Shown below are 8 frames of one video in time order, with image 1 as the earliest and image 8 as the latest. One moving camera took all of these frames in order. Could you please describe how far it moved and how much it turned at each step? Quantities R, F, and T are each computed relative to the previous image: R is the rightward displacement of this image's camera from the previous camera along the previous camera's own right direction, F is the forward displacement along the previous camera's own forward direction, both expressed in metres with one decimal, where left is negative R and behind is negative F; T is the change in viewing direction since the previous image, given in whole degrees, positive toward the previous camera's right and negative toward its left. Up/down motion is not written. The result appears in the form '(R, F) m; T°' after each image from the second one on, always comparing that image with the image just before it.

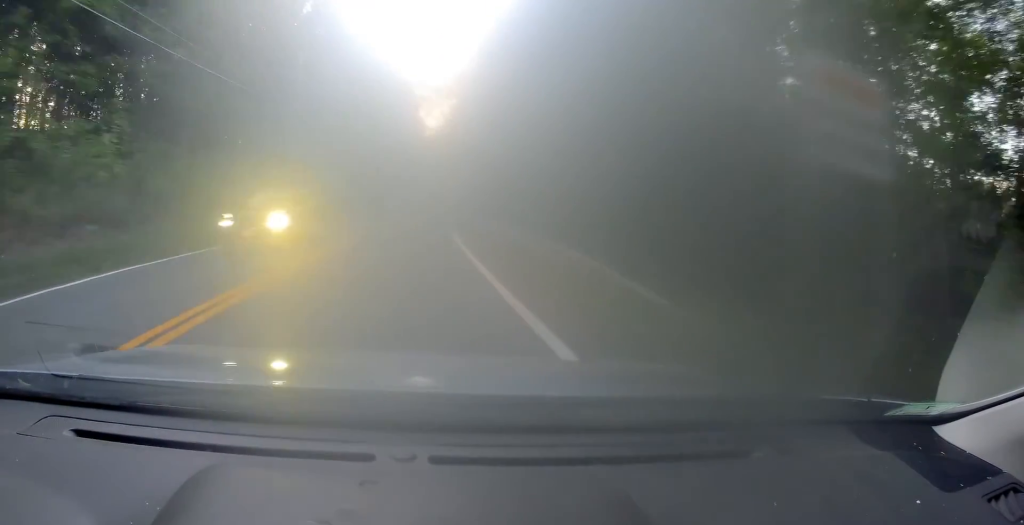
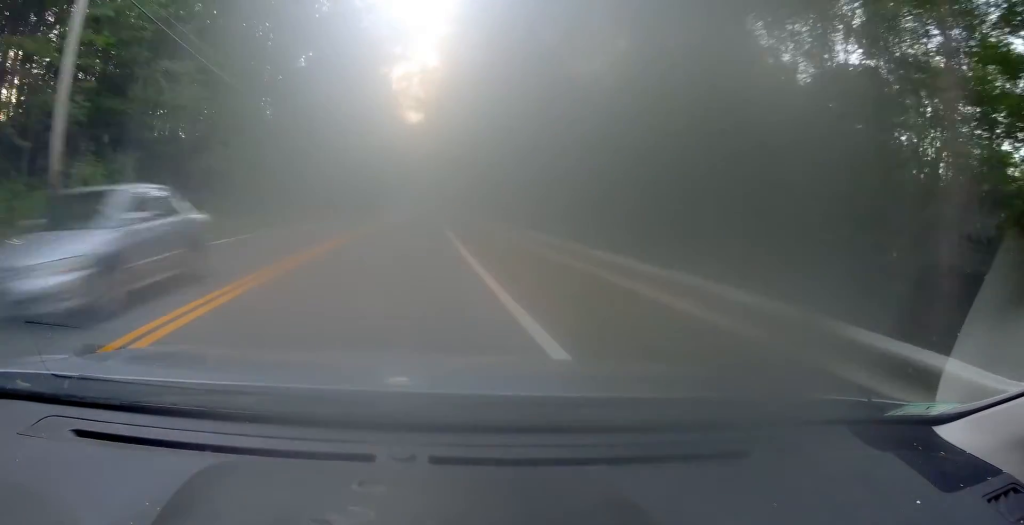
(+0.4, +23.1) m; +2°
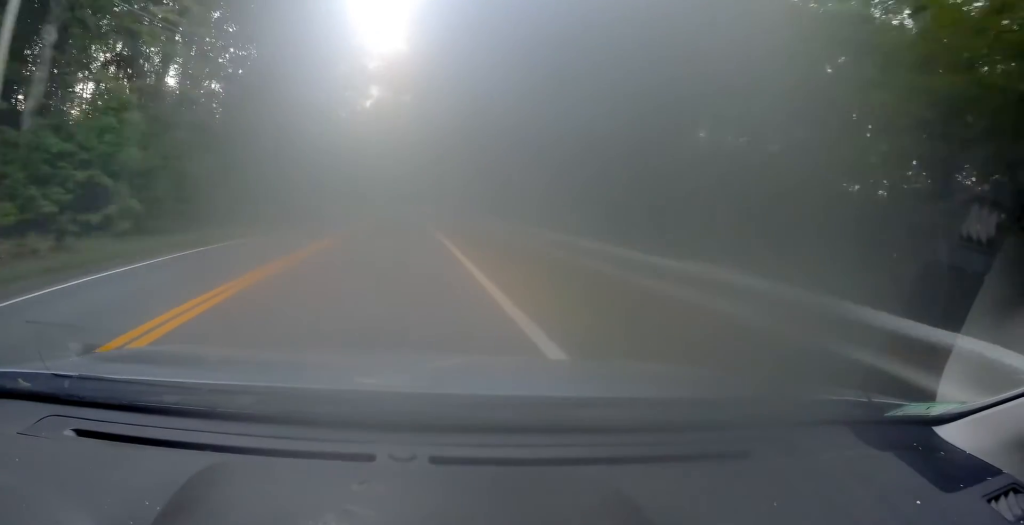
(+0.9, +44.8) m; +1°
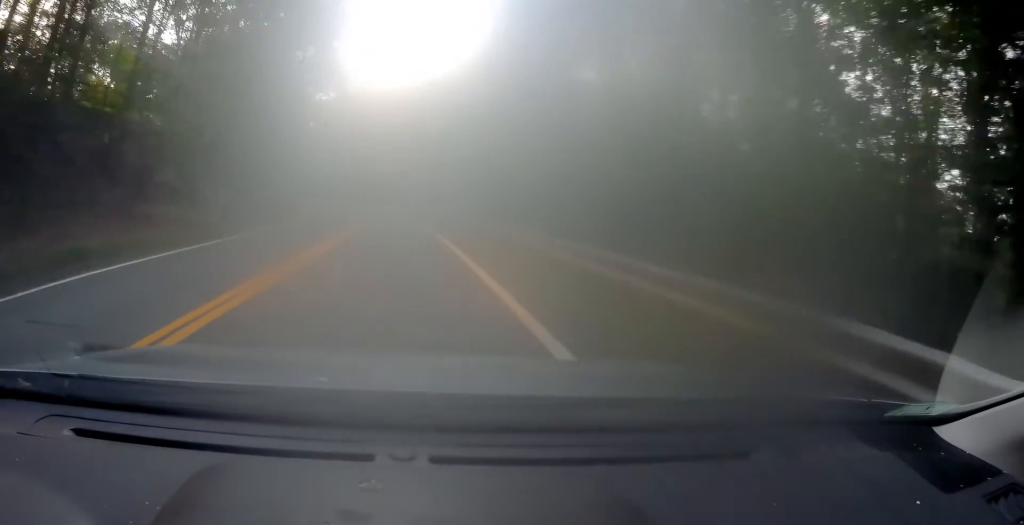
(-0.2, +37.4) m; -2°
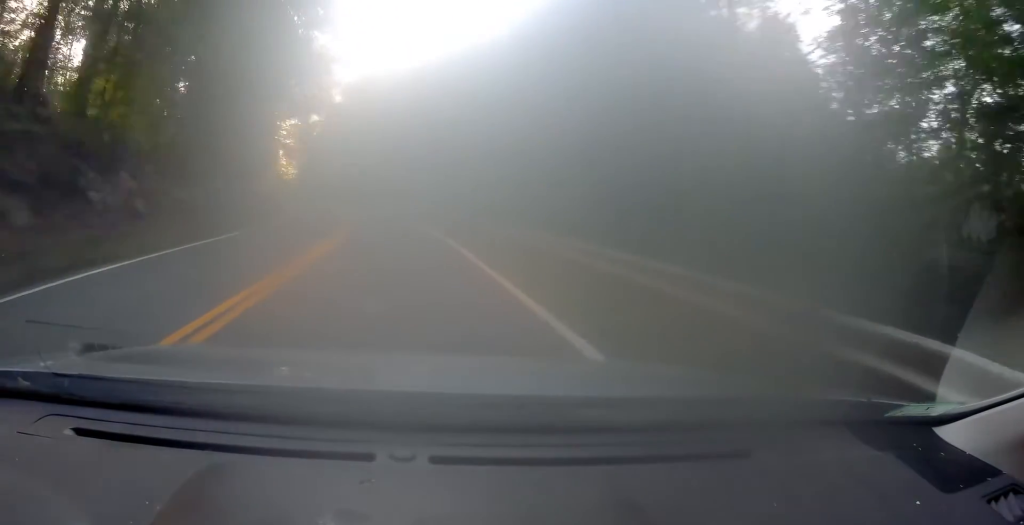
(-0.5, +19.7) m; -4°
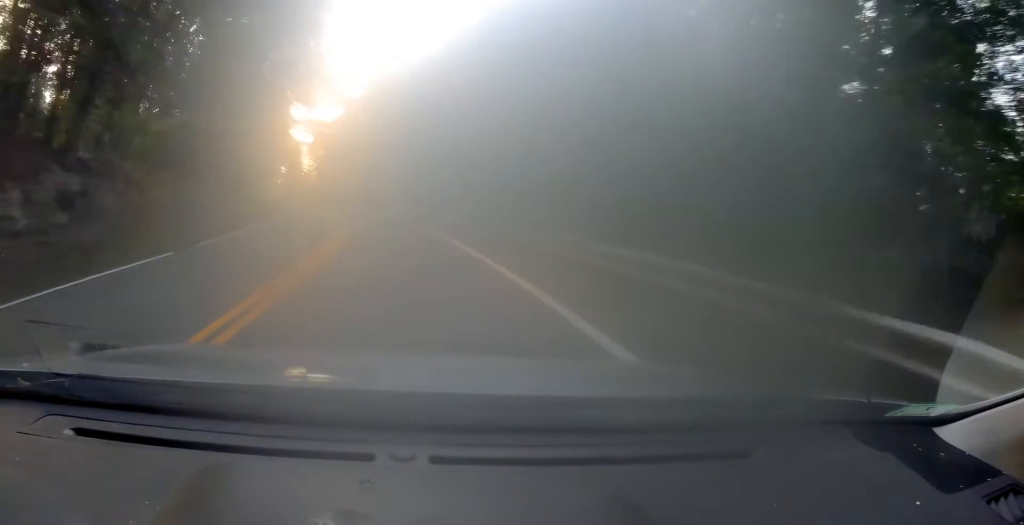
(-0.5, +14.5) m; -3°
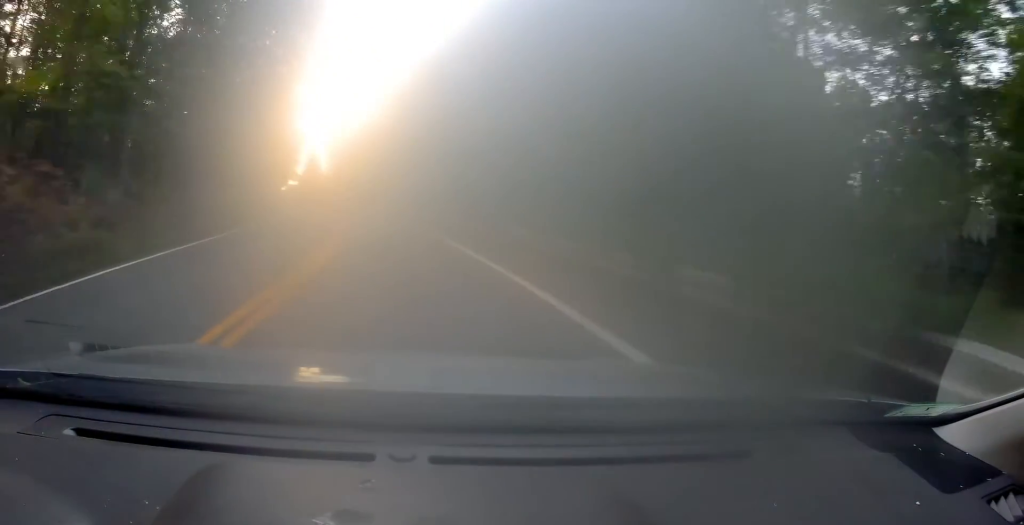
(-0.1, +9.2) m; -2°
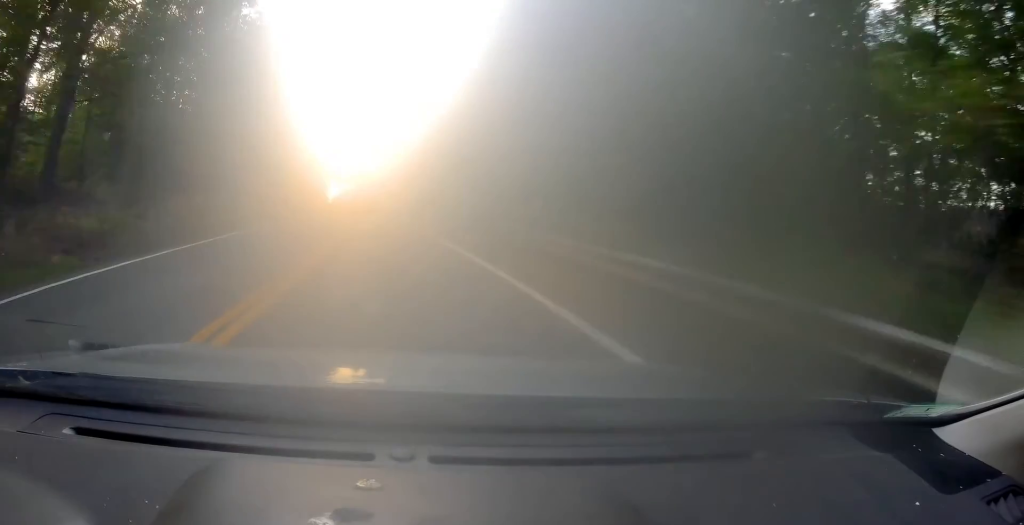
(-0.8, +24.4) m; -4°
